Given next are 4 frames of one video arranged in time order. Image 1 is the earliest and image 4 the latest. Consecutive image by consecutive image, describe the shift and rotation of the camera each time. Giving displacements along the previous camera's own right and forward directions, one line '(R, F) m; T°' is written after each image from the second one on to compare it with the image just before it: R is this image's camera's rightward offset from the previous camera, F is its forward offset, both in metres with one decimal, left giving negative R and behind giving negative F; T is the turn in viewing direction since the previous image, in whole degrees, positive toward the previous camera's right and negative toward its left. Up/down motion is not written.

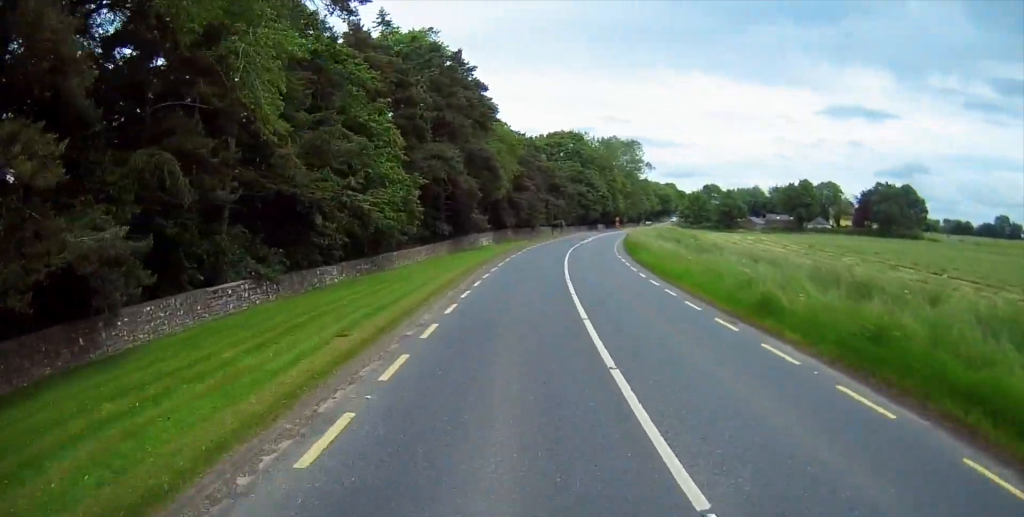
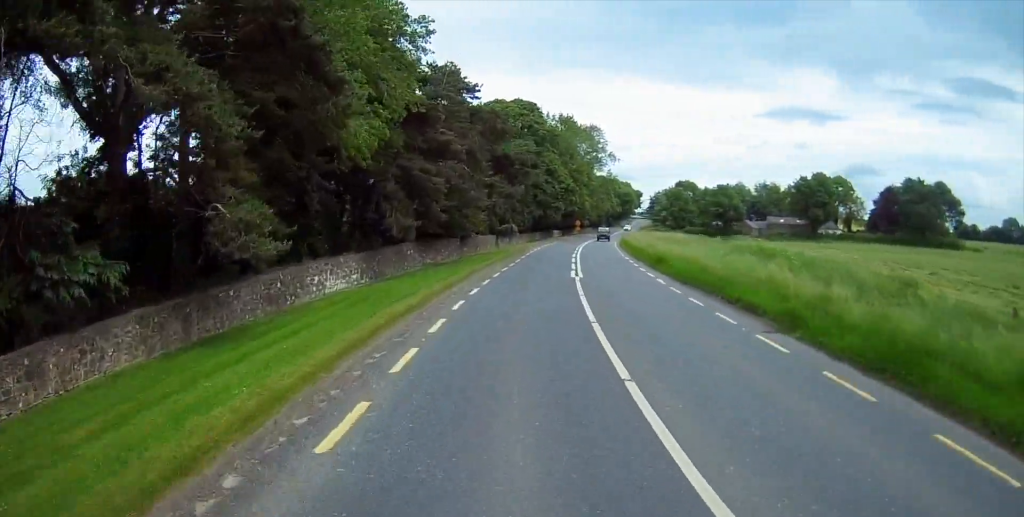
(+1.2, +41.8) m; +4°
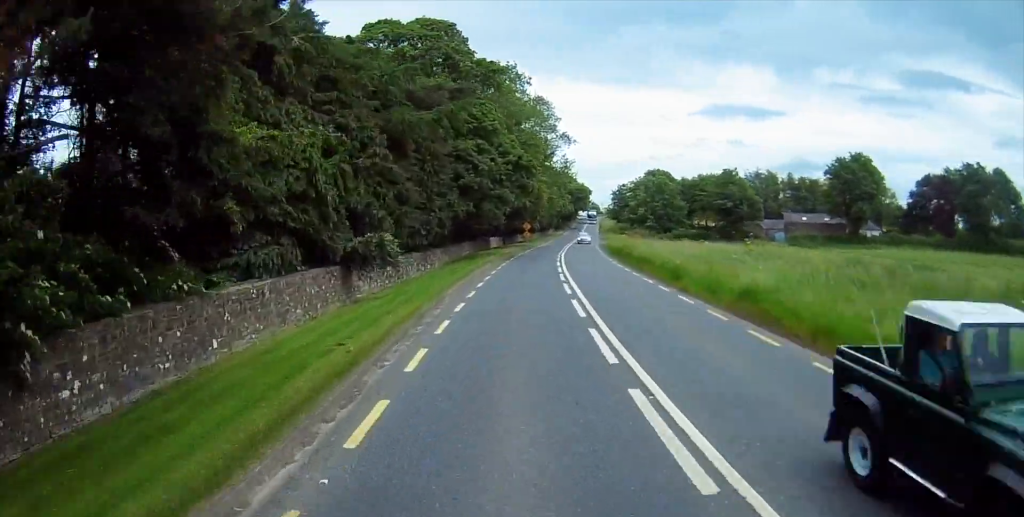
(+2.8, +42.0) m; +7°
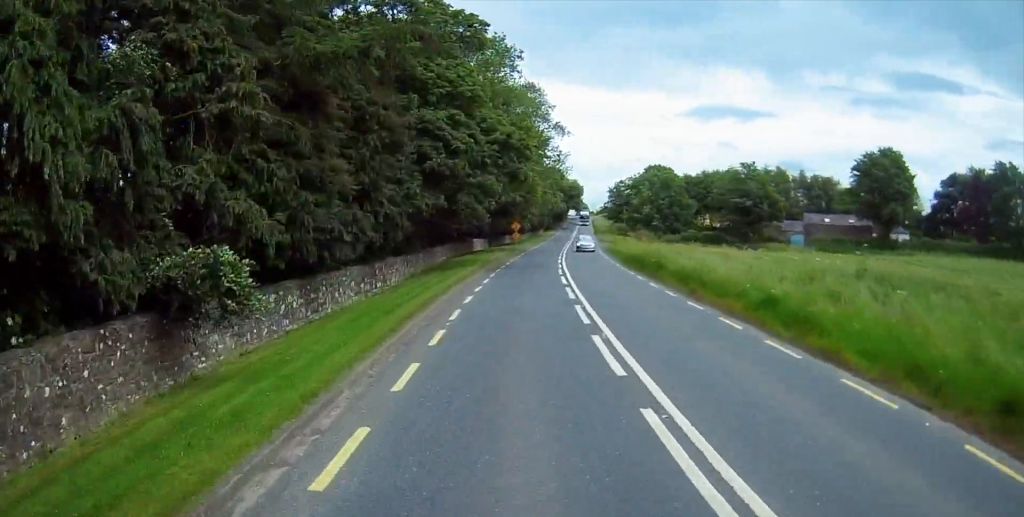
(+0.1, +12.8) m; +1°
